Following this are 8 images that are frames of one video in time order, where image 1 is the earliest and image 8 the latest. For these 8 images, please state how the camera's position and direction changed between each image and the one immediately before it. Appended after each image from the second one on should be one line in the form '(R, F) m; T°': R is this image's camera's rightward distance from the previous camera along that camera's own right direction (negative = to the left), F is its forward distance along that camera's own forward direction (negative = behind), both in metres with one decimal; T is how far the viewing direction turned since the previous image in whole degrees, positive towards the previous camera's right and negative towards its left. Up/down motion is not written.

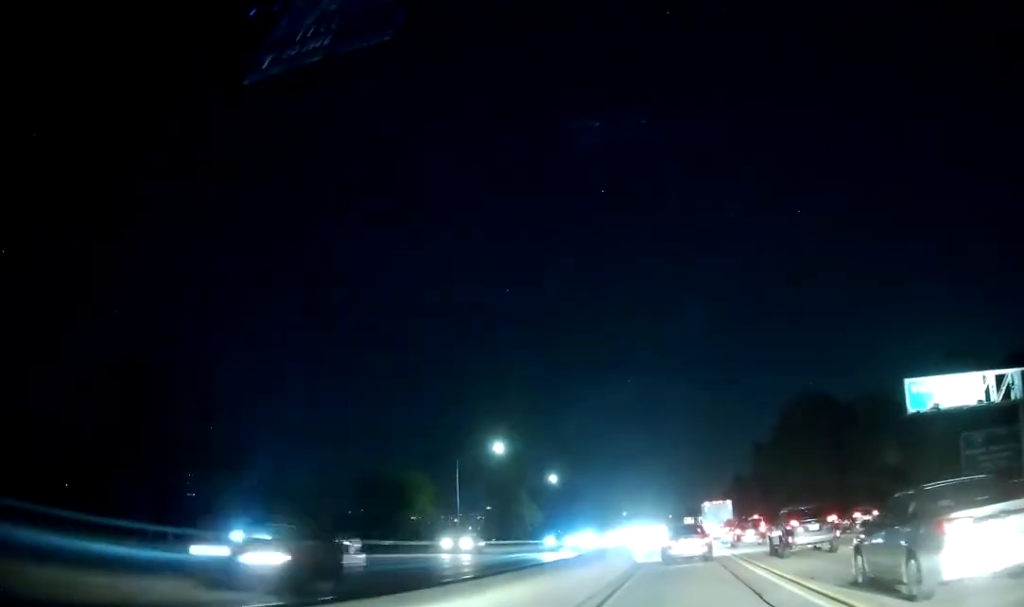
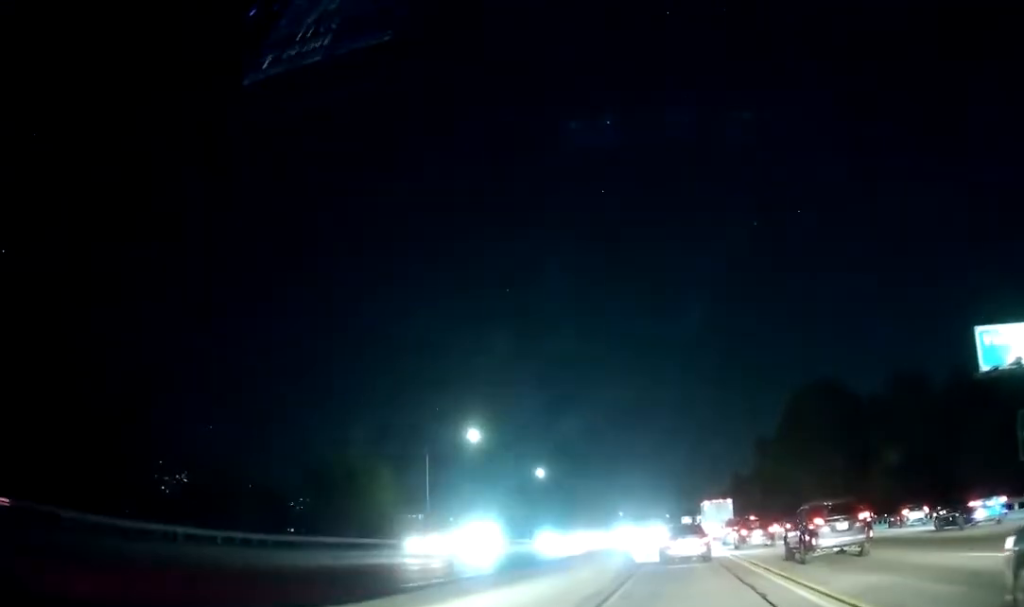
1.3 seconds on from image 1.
(-0.1, +10.9) m; 0°
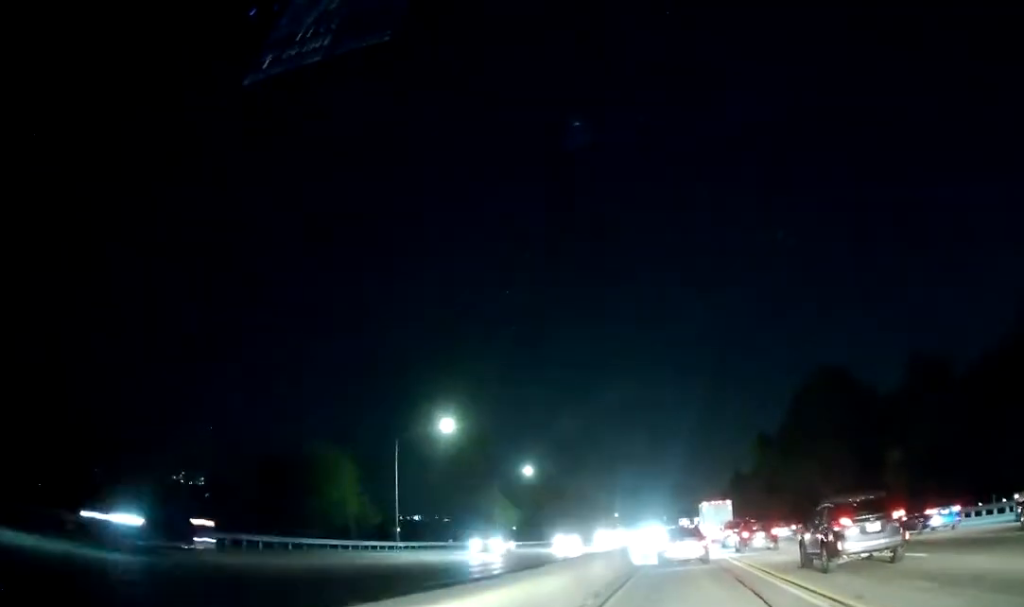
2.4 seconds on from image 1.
(+0.1, +8.8) m; +2°
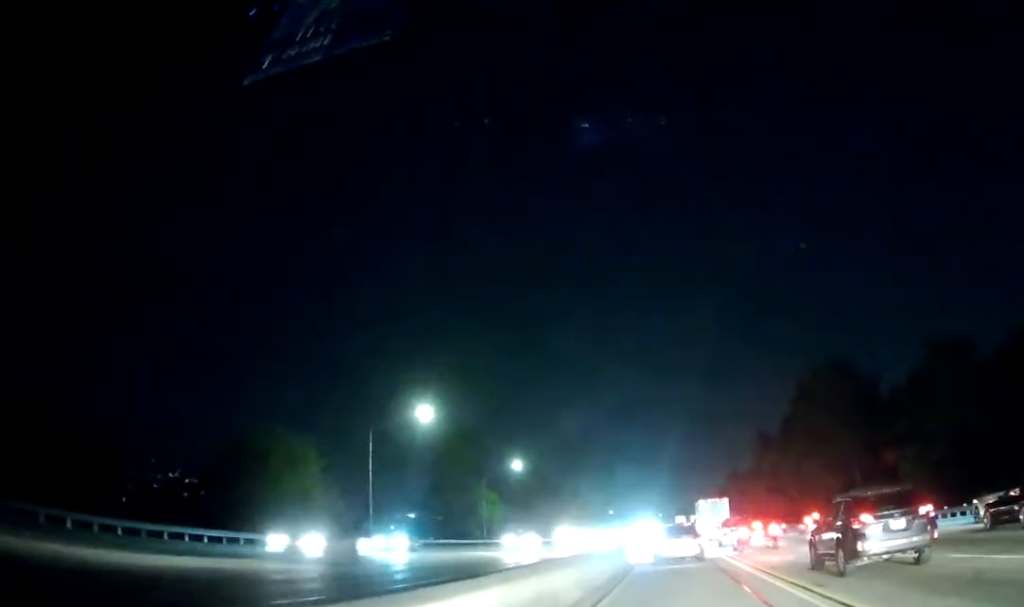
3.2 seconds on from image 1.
(+0.1, +5.8) m; +1°
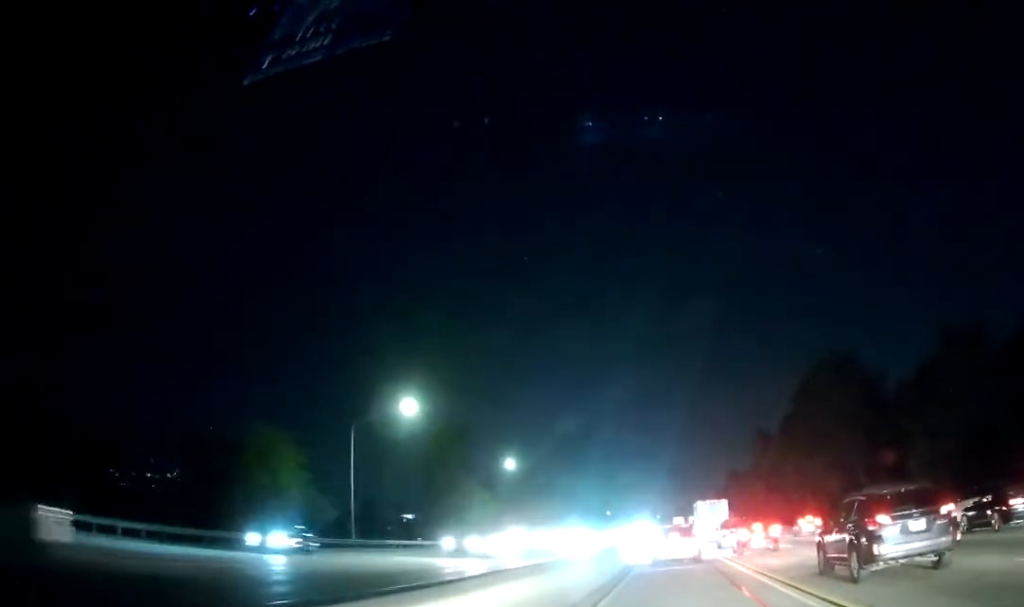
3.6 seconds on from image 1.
(0.0, +3.7) m; 0°
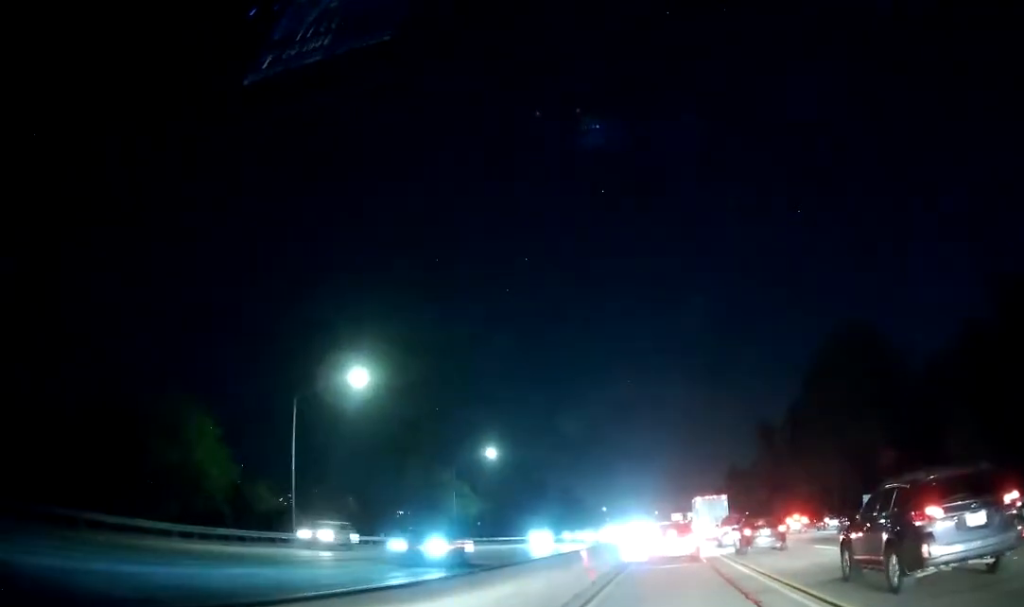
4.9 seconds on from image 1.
(-0.1, +10.1) m; 0°
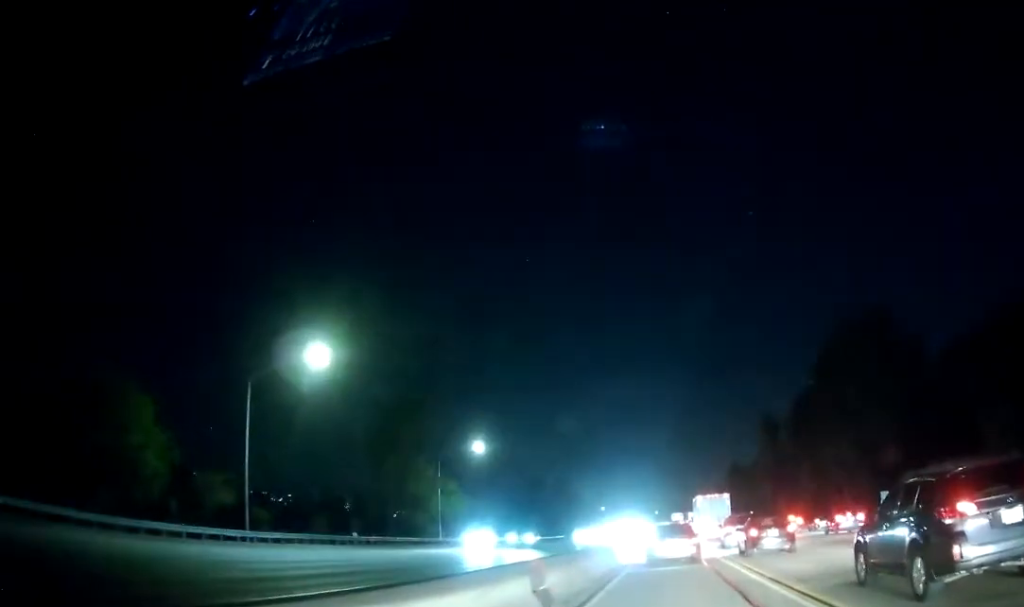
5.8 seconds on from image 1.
(+0.1, +6.5) m; 0°
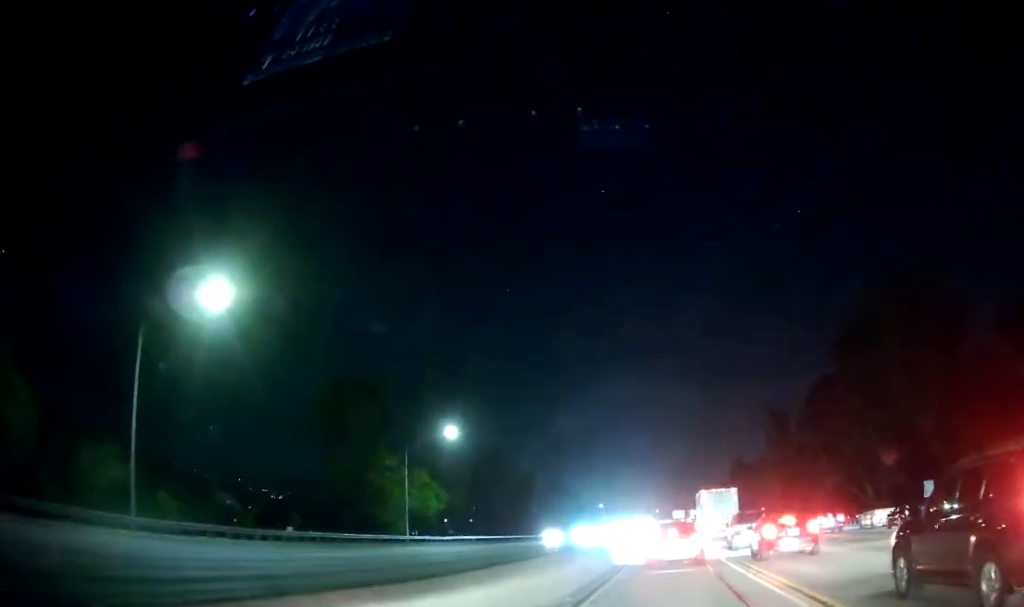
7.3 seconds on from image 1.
(-0.1, +11.8) m; -2°
